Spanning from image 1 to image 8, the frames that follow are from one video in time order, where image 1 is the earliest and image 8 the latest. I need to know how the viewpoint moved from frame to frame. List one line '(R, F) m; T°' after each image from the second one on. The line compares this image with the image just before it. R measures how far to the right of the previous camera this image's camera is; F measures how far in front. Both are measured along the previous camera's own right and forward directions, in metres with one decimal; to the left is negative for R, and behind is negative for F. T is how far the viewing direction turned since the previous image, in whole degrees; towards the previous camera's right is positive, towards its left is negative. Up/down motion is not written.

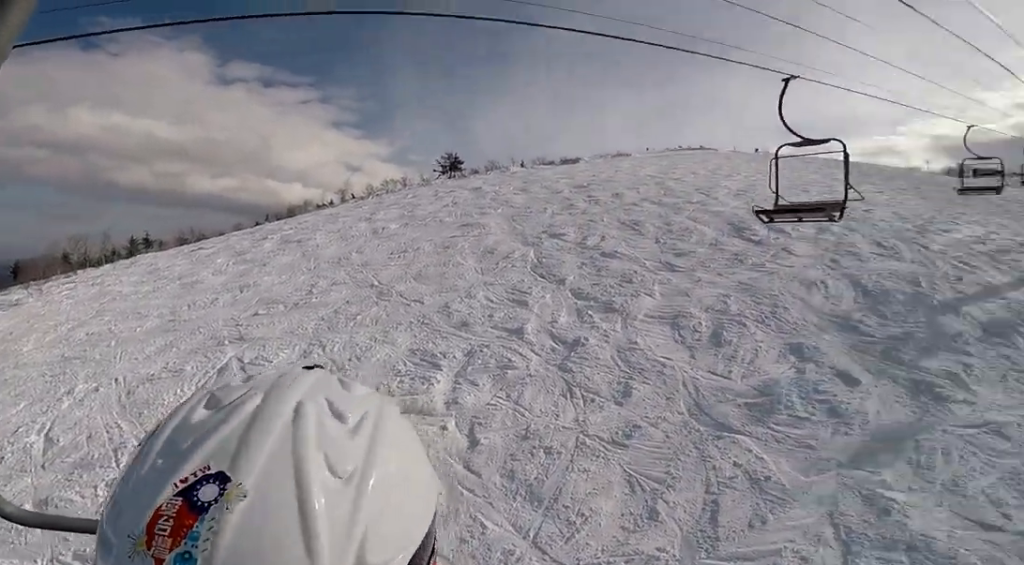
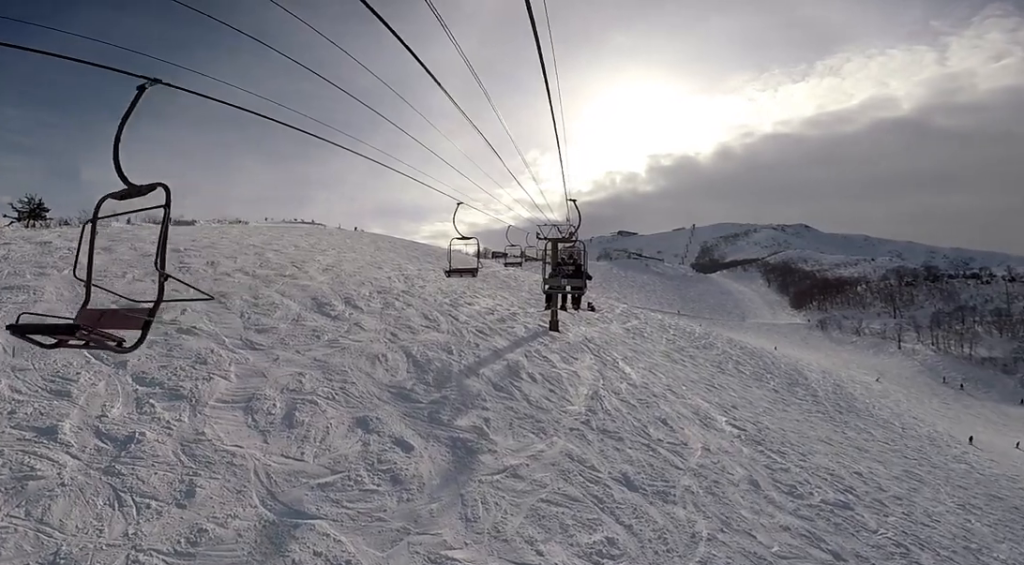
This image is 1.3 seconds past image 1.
(+1.1, +2.3) m; +4°
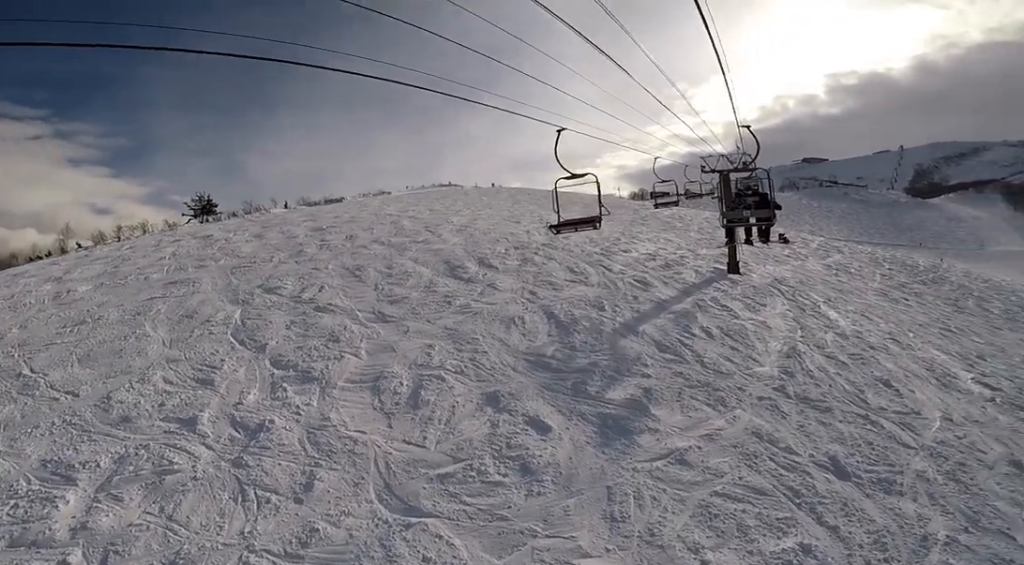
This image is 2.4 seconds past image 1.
(-1.1, +2.0) m; -3°
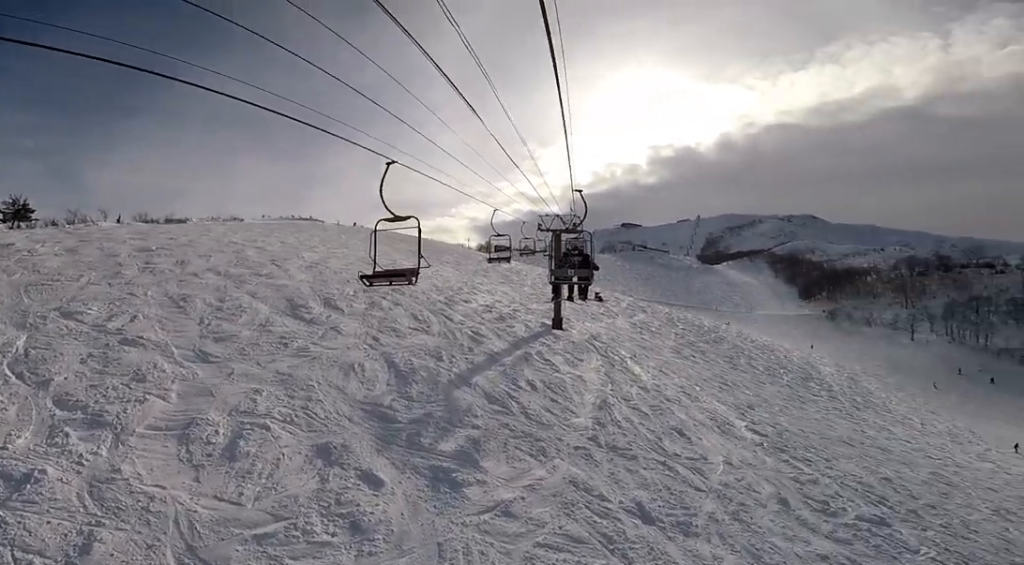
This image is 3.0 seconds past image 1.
(+0.5, +0.9) m; +16°
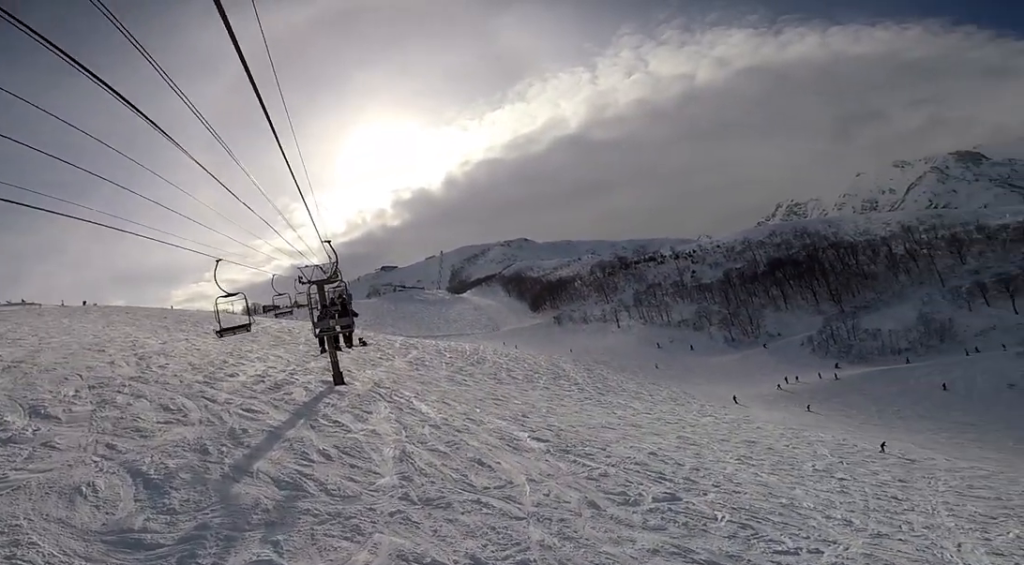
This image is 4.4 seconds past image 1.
(+0.1, +2.8) m; -11°
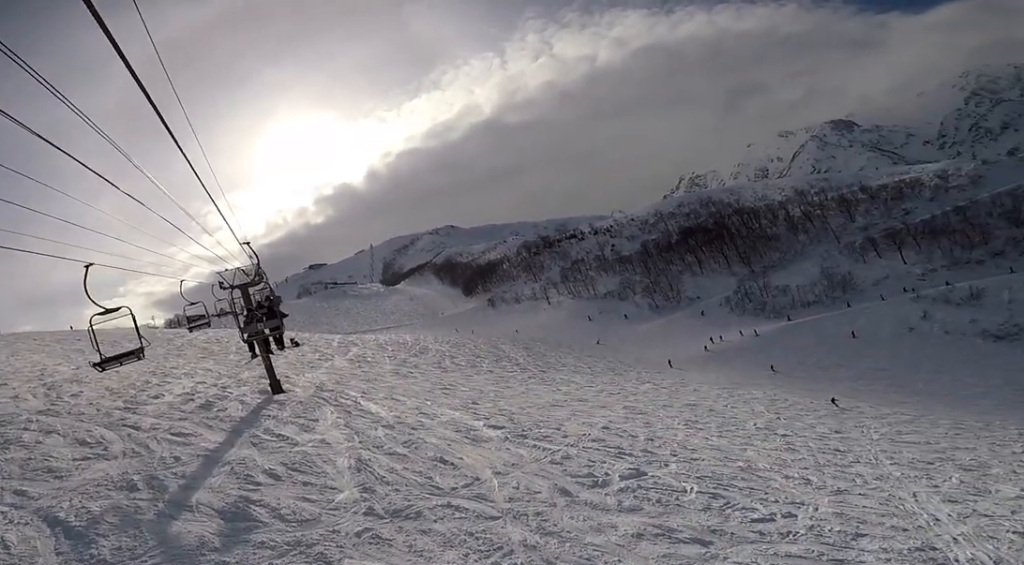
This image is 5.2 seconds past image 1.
(-0.2, +1.9) m; -21°
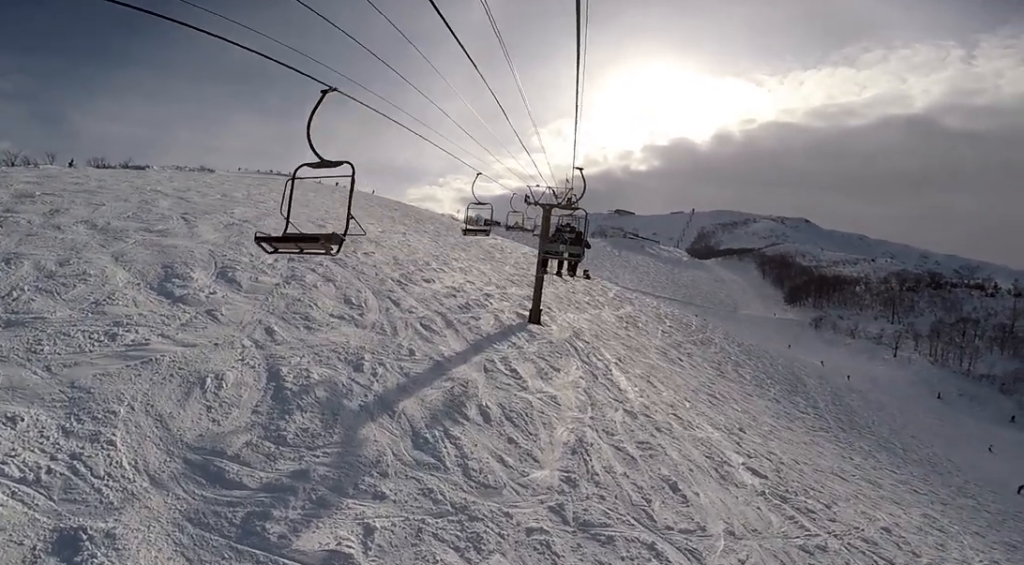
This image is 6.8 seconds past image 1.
(-0.4, +2.9) m; +17°
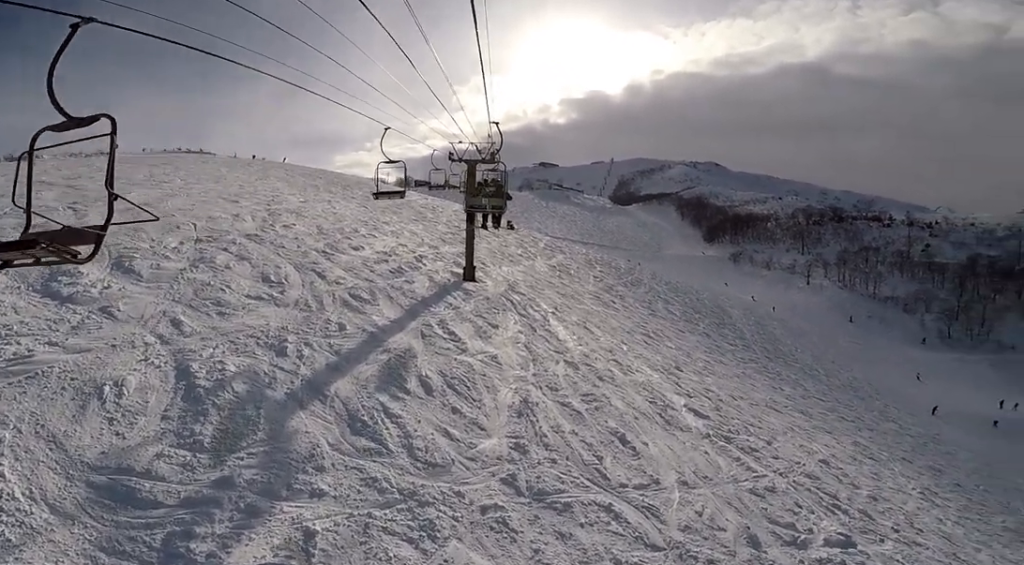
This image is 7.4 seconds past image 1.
(+0.1, +0.9) m; +7°
